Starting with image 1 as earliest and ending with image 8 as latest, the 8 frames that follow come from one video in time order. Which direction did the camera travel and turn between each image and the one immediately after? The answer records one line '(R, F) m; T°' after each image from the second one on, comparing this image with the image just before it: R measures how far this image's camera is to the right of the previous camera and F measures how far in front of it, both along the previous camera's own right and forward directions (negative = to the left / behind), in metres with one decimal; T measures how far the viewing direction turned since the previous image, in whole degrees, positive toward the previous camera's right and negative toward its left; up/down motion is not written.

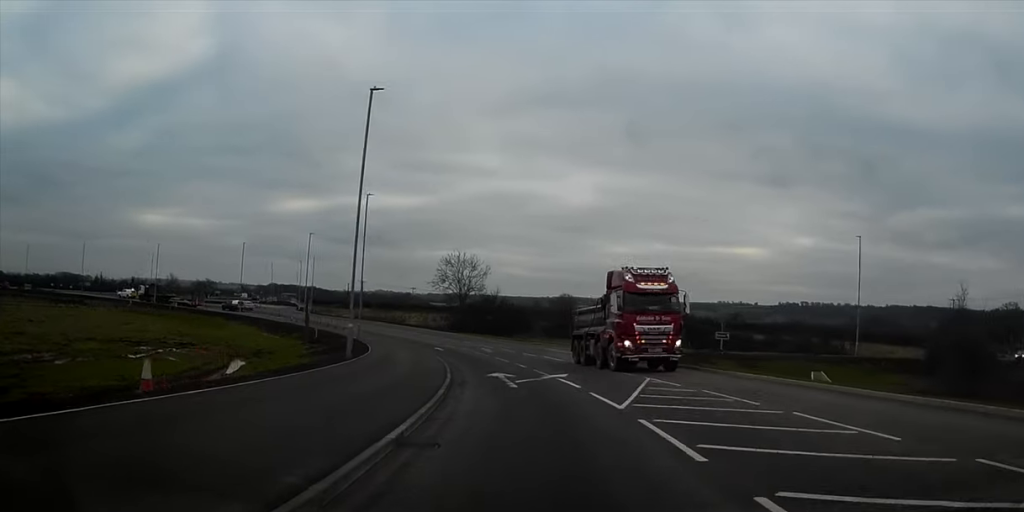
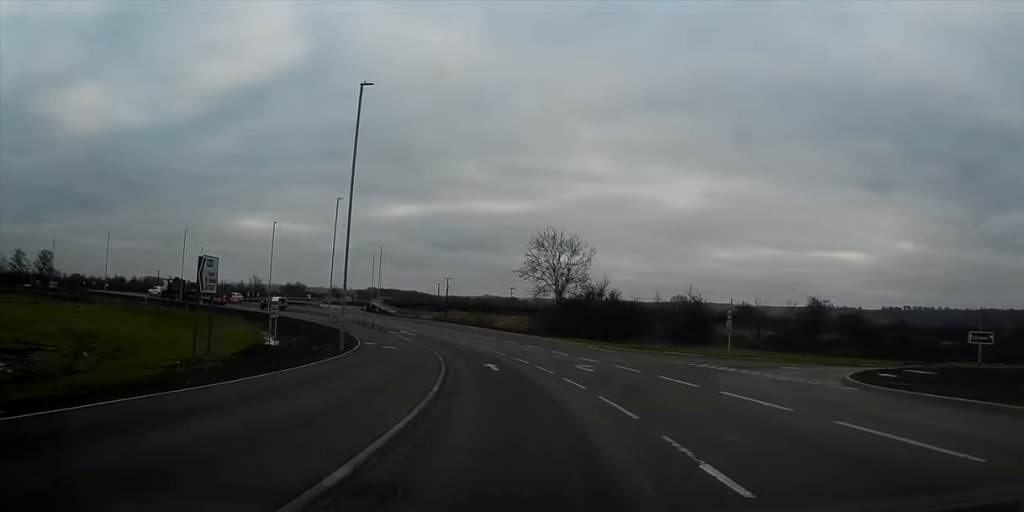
(-1.8, +25.5) m; -7°
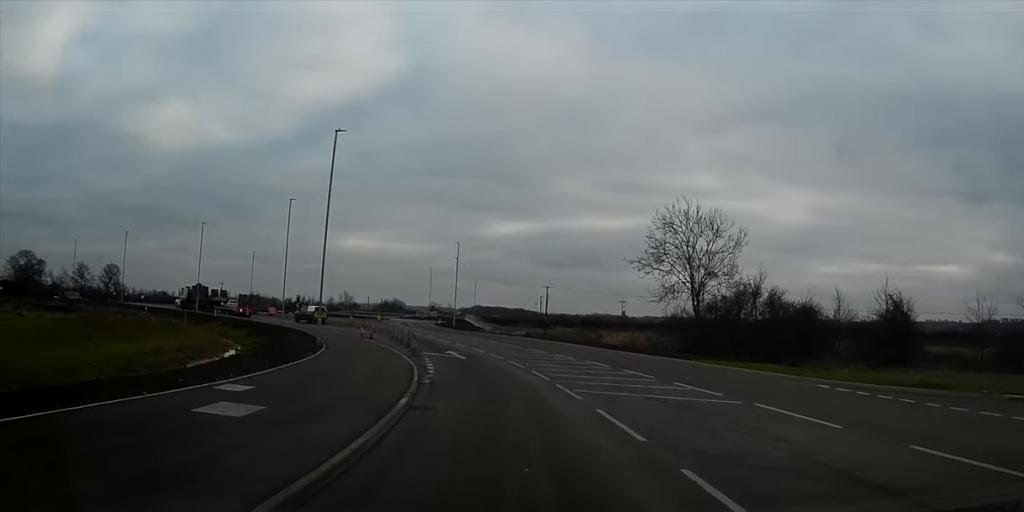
(-1.4, +27.2) m; -7°
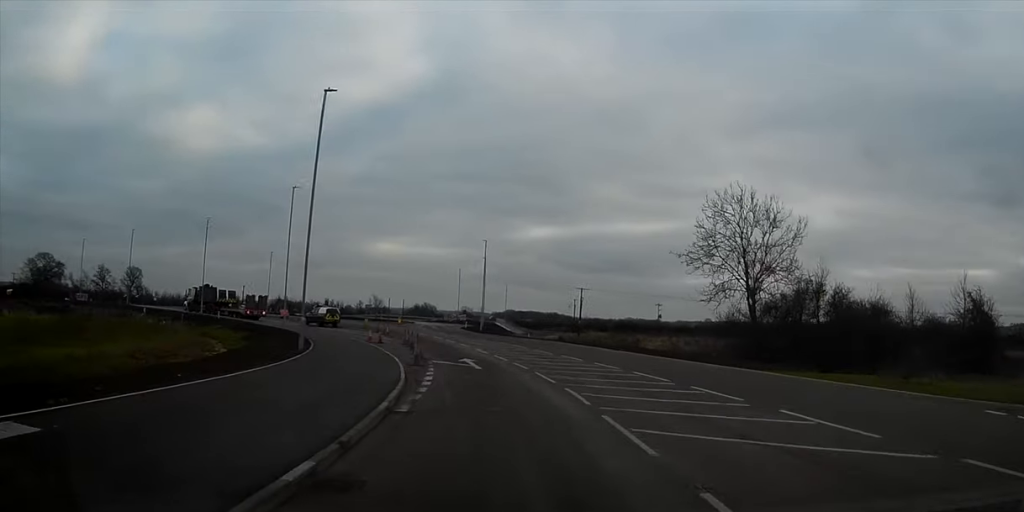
(-0.3, +7.3) m; -2°
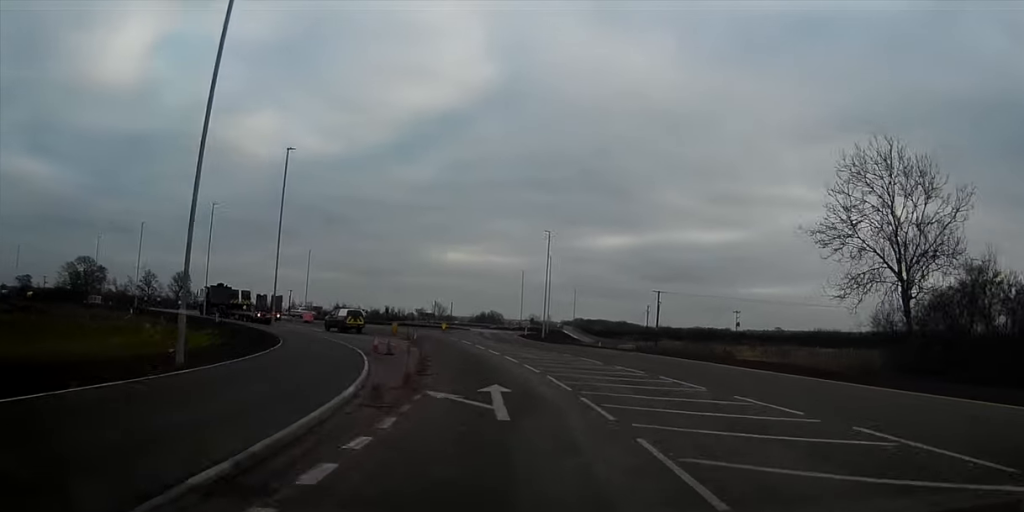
(-0.6, +14.2) m; -5°
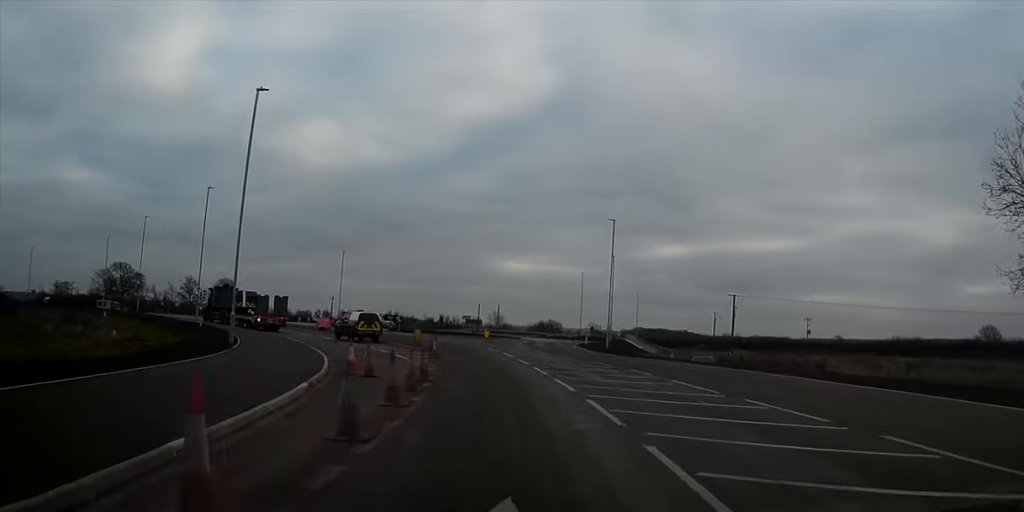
(-0.5, +12.3) m; -5°
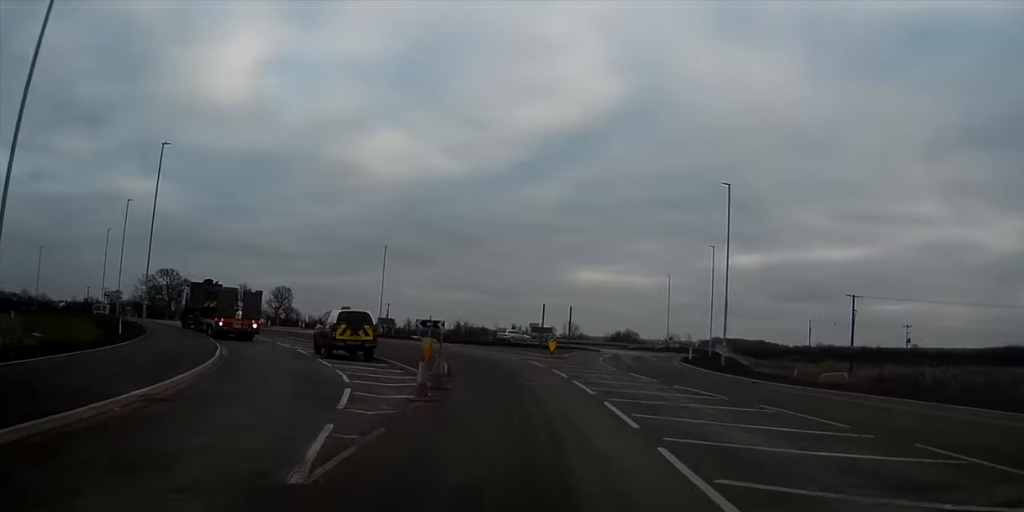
(-1.1, +17.2) m; -7°
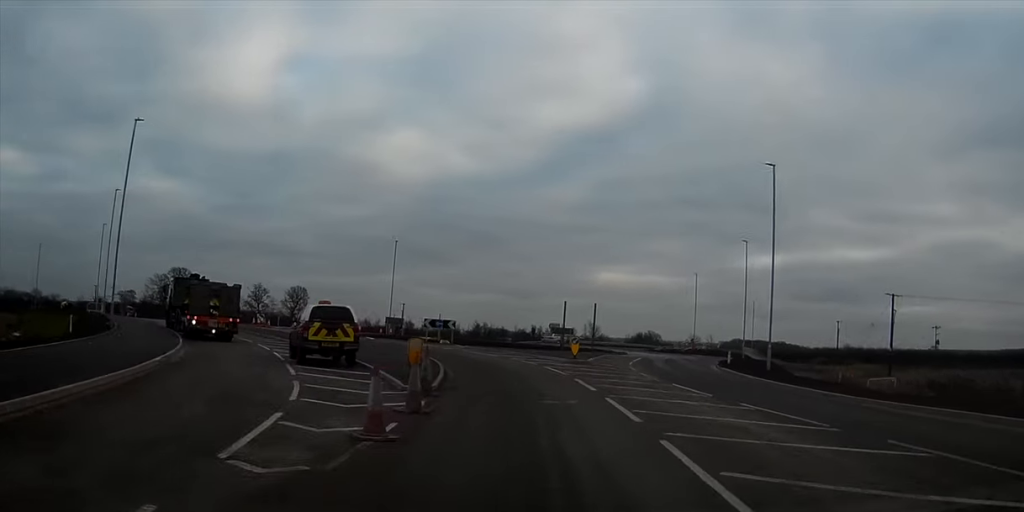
(0.0, +5.9) m; -2°
